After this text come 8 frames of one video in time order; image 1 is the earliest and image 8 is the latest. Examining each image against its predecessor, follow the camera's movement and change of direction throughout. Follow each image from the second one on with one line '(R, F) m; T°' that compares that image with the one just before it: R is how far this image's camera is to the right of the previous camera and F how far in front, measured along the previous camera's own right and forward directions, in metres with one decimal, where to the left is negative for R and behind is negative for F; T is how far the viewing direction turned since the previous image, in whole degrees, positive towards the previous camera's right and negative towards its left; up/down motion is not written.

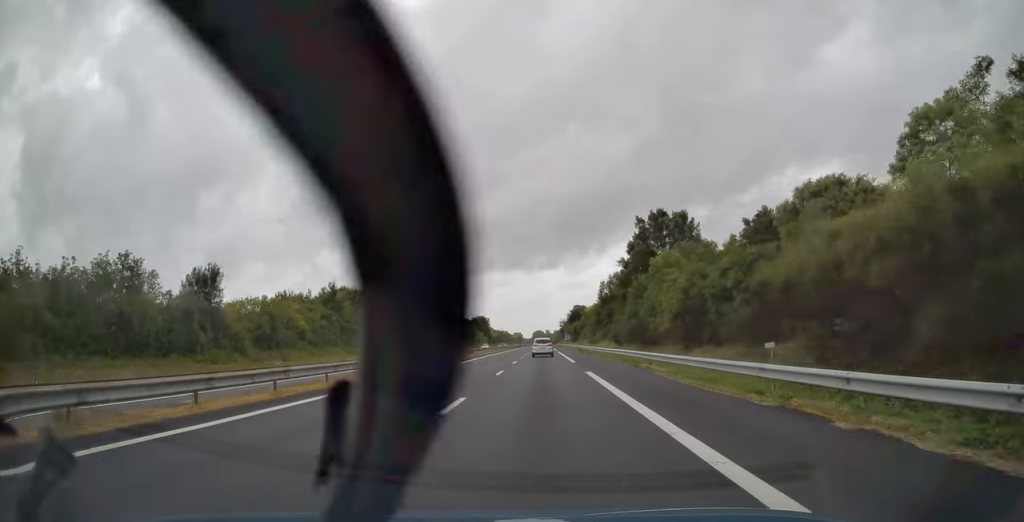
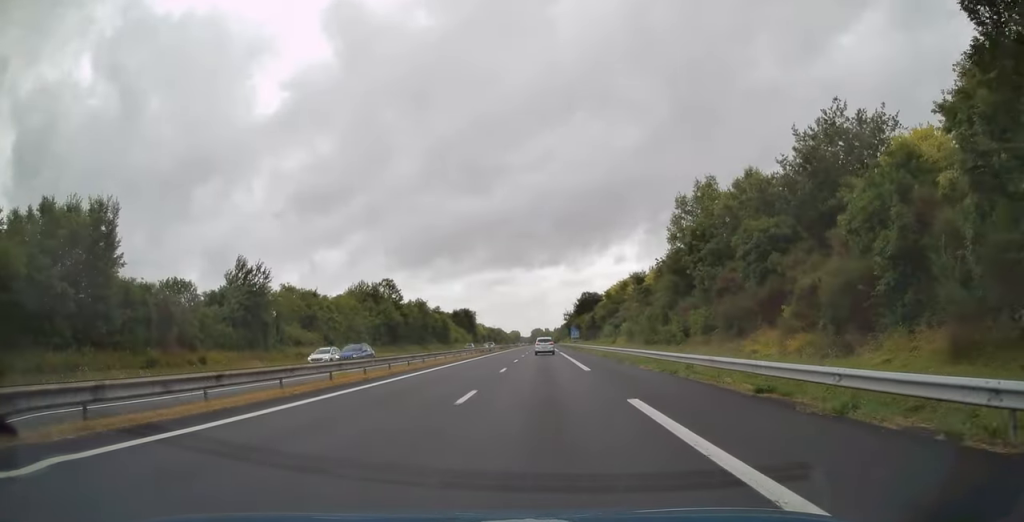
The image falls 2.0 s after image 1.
(0.0, +63.4) m; 0°
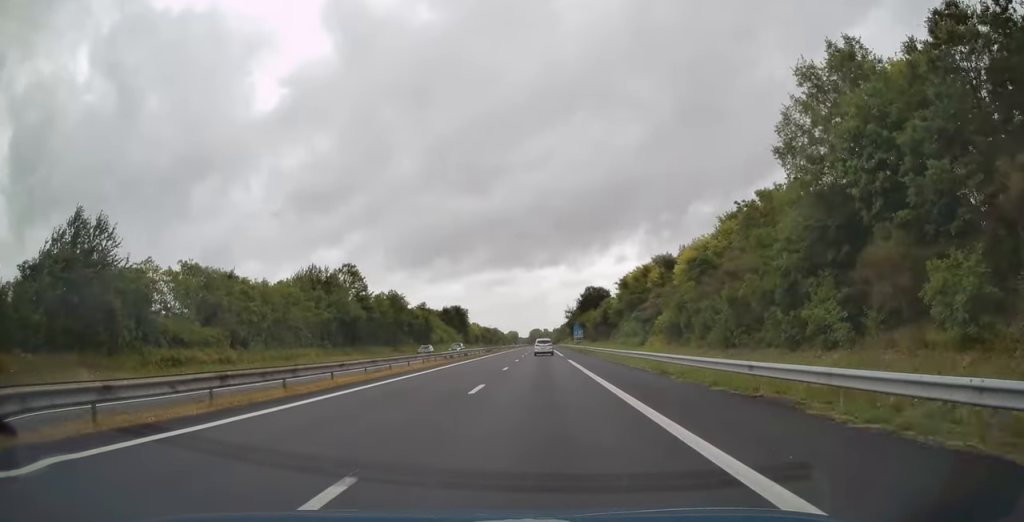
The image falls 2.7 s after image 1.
(0.0, +23.7) m; 0°
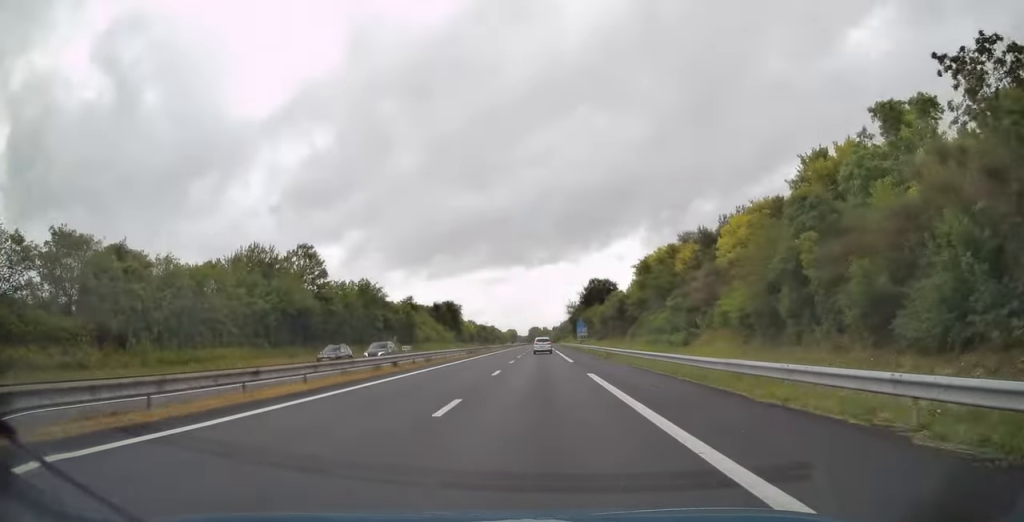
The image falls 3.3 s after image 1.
(0.0, +18.3) m; 0°
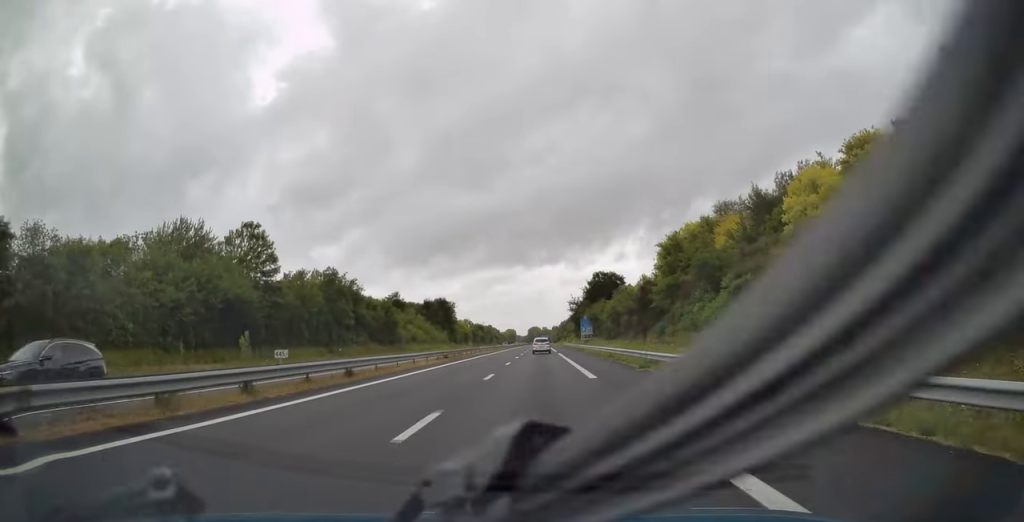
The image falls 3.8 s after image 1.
(0.0, +15.6) m; 0°
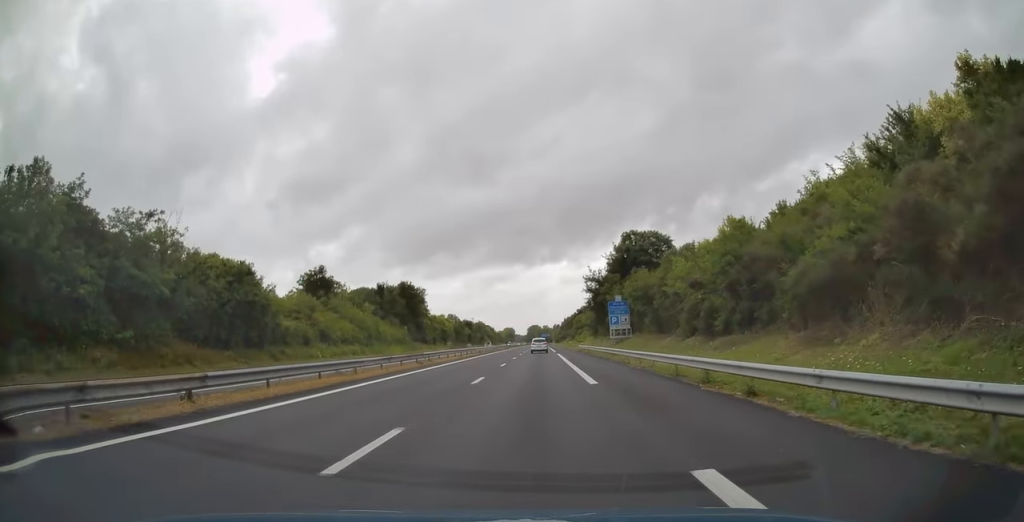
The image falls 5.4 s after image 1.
(+0.1, +54.5) m; 0°
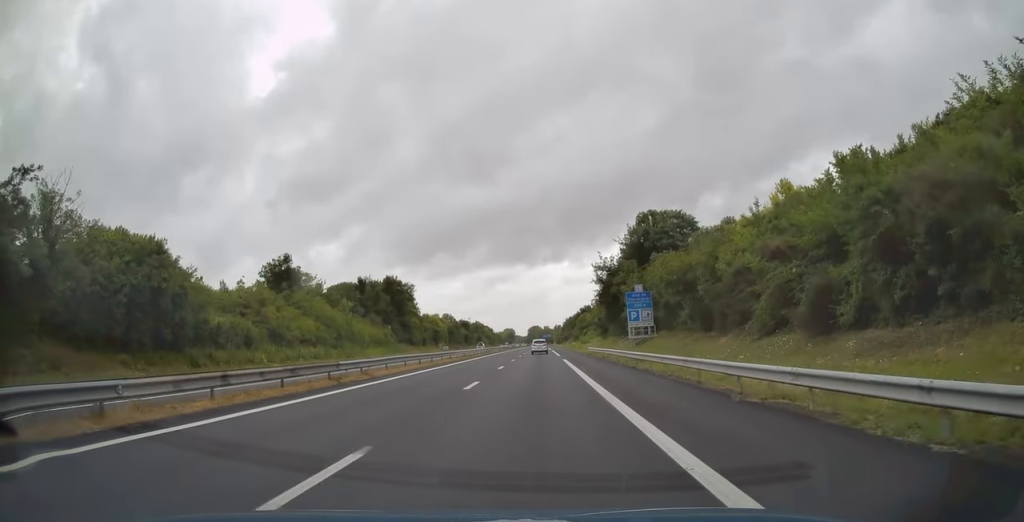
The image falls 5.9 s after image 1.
(0.0, +15.1) m; 0°
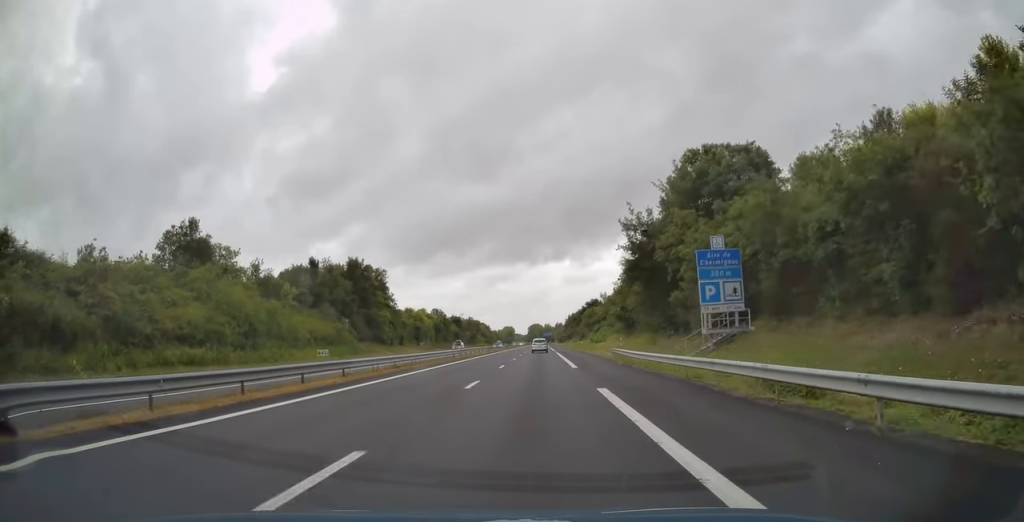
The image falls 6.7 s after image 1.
(0.0, +26.4) m; 0°
